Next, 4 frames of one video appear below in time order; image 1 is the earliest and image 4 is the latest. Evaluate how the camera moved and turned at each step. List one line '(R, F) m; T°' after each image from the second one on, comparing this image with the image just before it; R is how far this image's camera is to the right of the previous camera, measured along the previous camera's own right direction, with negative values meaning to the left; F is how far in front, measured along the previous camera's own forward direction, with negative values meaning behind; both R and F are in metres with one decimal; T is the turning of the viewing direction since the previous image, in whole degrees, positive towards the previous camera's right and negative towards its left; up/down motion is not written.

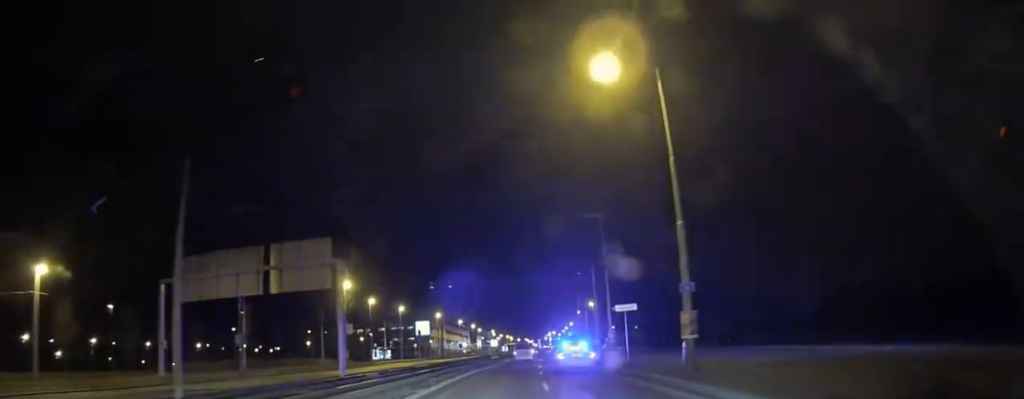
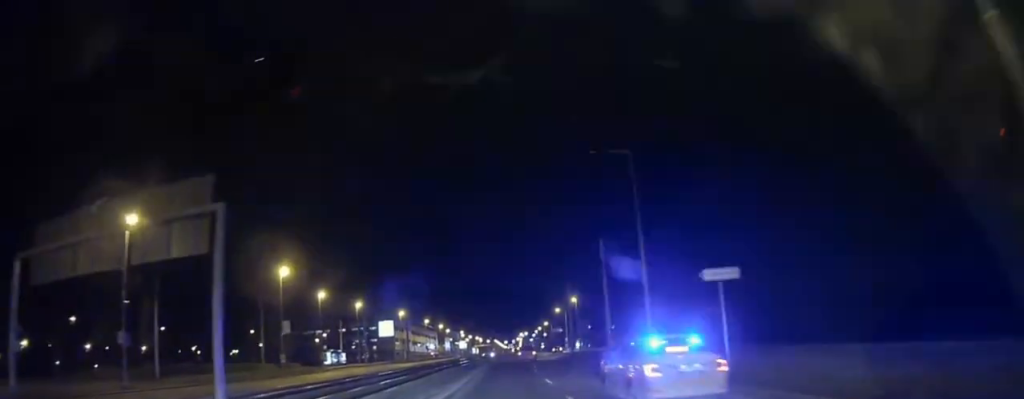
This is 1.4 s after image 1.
(+0.3, +14.6) m; +3°
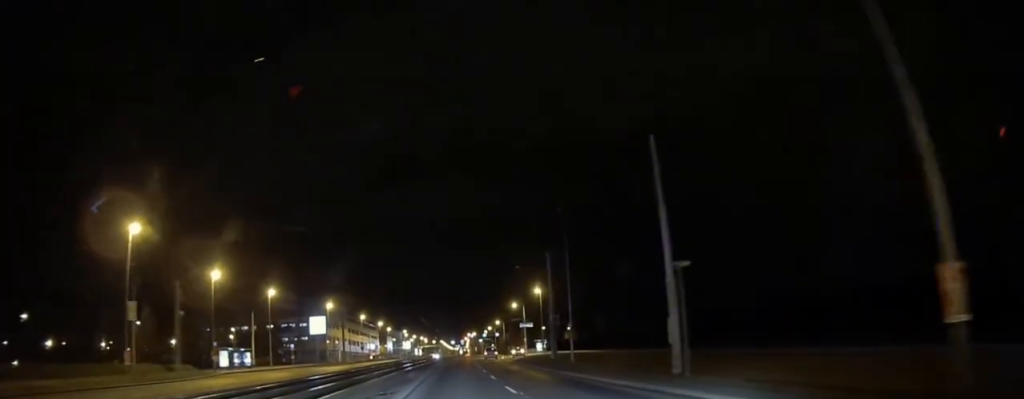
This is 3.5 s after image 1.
(+0.8, +21.2) m; +4°
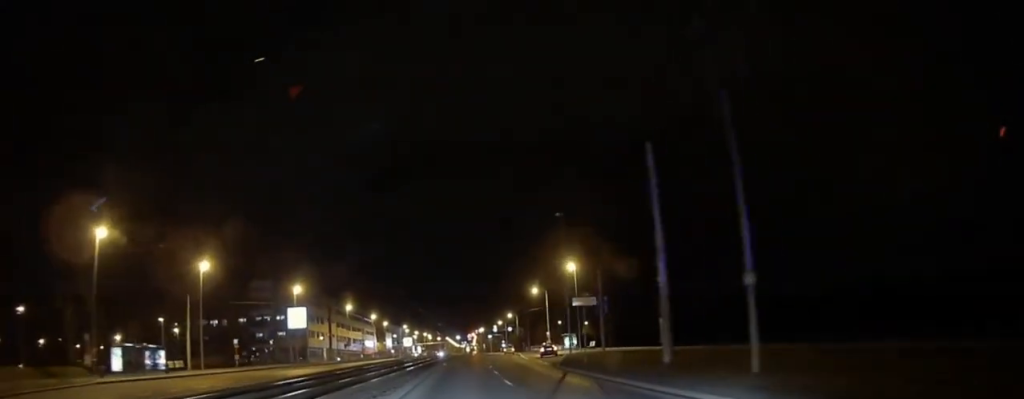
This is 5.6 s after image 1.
(+0.3, +23.7) m; 0°
